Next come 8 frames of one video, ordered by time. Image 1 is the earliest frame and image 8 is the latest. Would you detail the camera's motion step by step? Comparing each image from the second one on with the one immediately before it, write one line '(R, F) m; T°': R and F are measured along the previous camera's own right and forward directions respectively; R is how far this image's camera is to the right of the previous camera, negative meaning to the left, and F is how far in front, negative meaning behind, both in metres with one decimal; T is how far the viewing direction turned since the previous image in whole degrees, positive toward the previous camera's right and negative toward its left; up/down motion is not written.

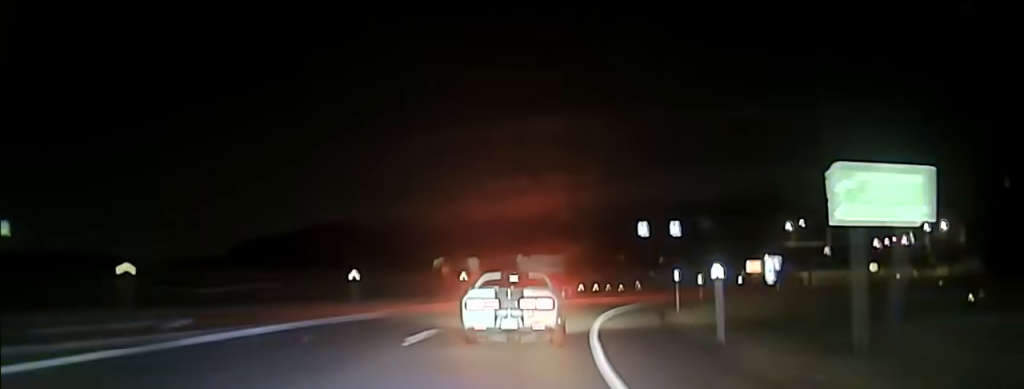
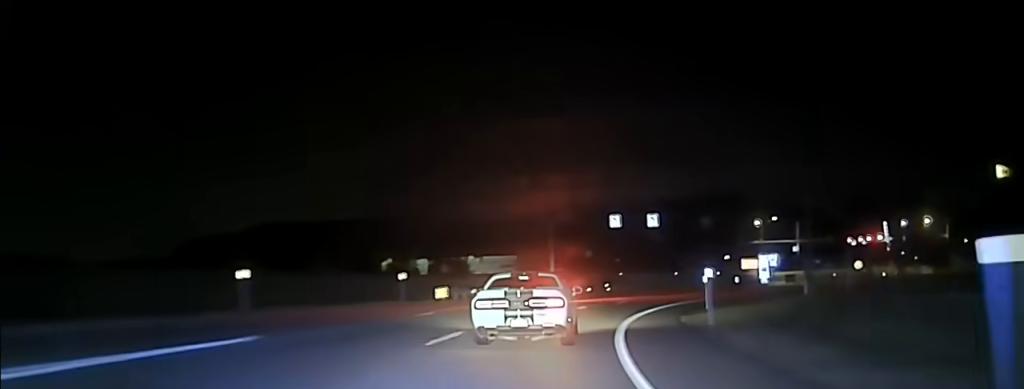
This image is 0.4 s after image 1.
(-0.1, +14.6) m; +4°
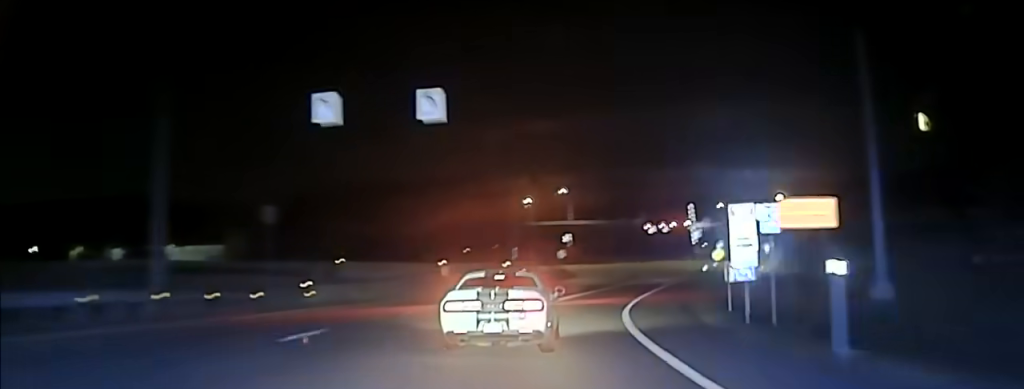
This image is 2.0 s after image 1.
(+7.7, +52.3) m; +17°
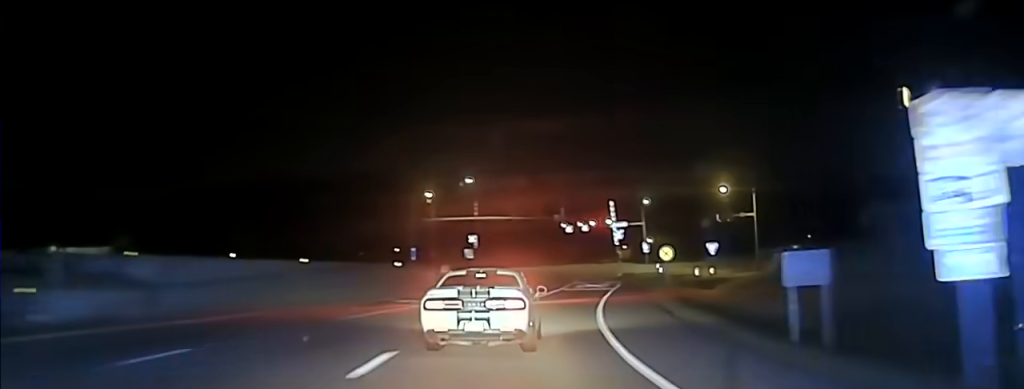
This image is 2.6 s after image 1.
(+0.9, +17.4) m; +6°
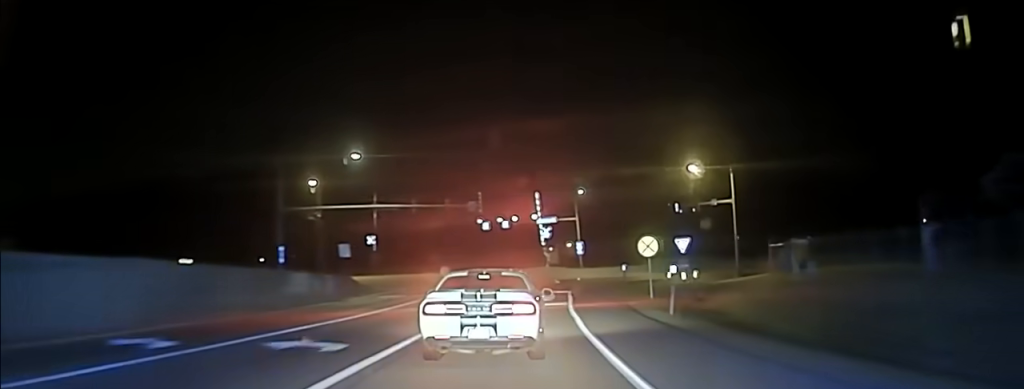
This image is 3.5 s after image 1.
(+1.7, +24.1) m; +6°
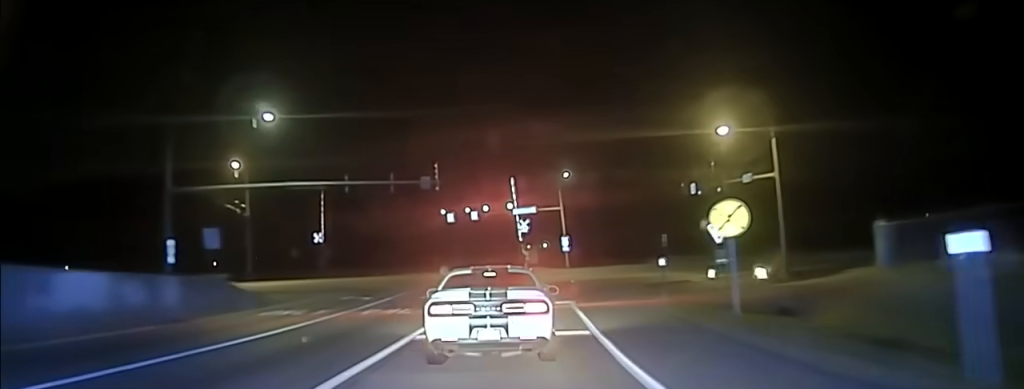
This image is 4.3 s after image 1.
(+0.7, +17.5) m; +1°
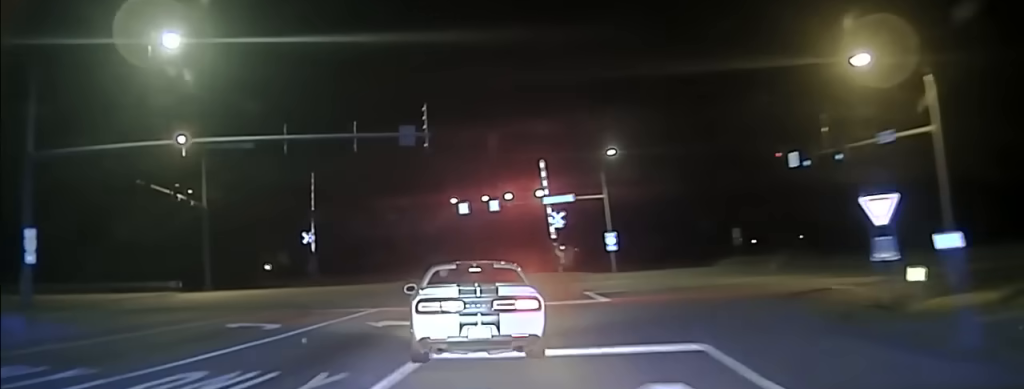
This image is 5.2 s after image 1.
(-0.1, +17.2) m; -3°
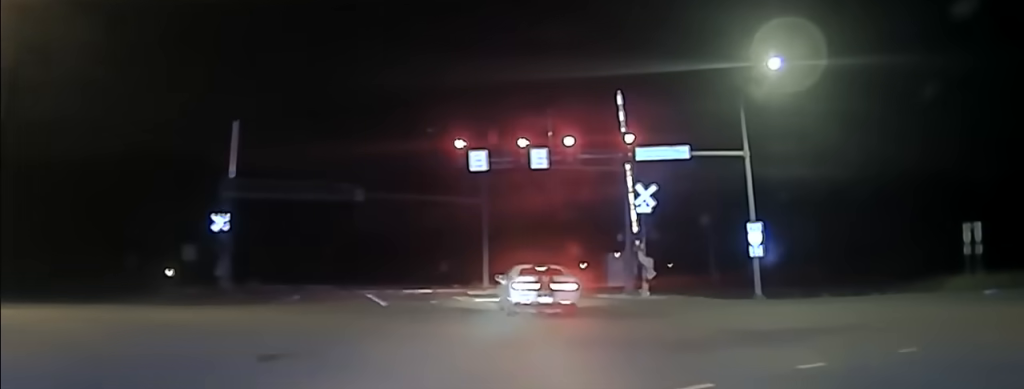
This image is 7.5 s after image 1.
(-1.7, +37.8) m; -1°
